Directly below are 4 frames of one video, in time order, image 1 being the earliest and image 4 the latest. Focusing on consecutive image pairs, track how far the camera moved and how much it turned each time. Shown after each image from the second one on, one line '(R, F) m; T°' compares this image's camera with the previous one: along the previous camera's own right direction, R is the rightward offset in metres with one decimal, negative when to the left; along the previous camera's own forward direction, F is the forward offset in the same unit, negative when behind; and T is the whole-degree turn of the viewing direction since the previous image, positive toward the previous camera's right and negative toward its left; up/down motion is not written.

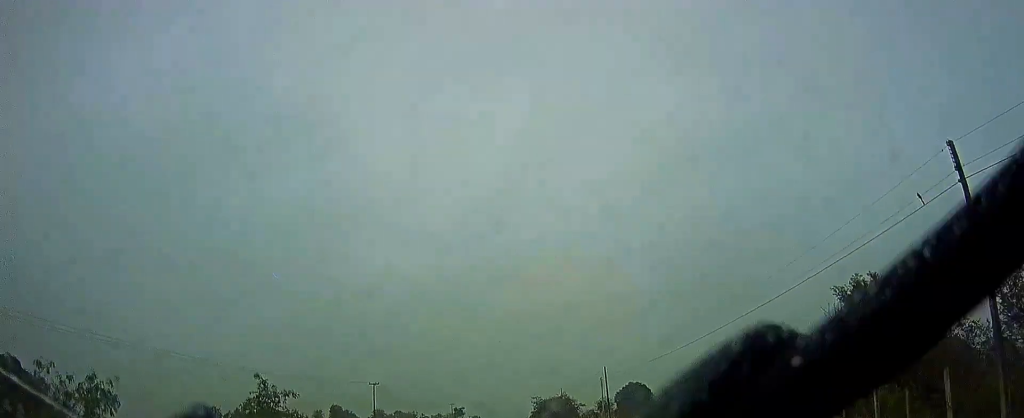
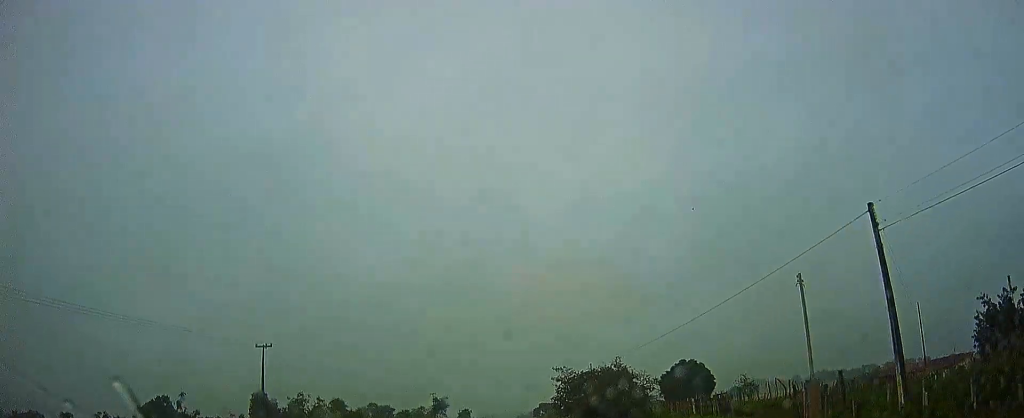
(+0.1, +51.2) m; 0°
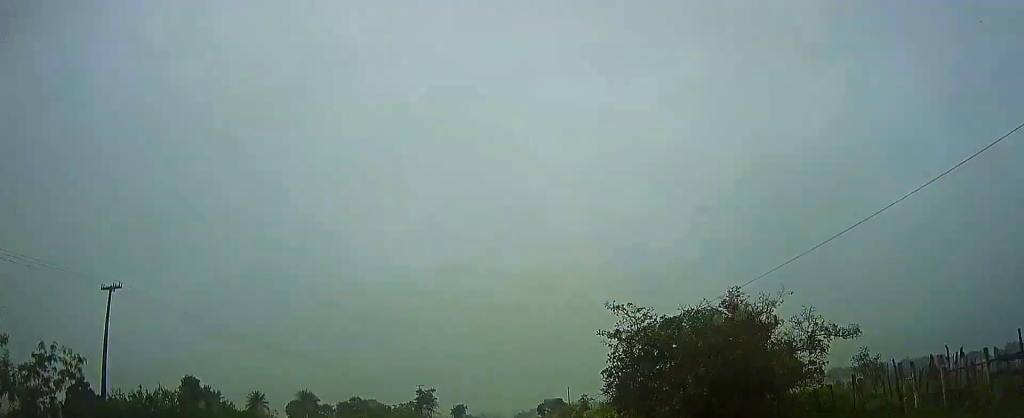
(-0.4, +26.9) m; 0°
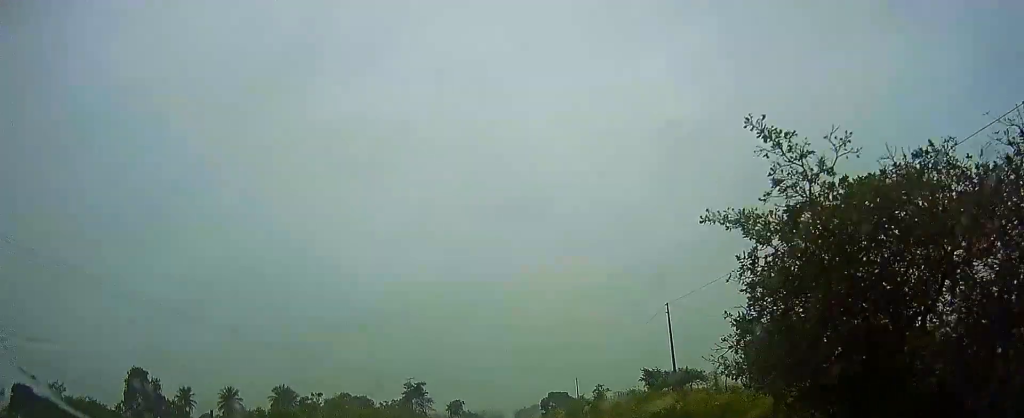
(+0.1, +14.7) m; +1°
